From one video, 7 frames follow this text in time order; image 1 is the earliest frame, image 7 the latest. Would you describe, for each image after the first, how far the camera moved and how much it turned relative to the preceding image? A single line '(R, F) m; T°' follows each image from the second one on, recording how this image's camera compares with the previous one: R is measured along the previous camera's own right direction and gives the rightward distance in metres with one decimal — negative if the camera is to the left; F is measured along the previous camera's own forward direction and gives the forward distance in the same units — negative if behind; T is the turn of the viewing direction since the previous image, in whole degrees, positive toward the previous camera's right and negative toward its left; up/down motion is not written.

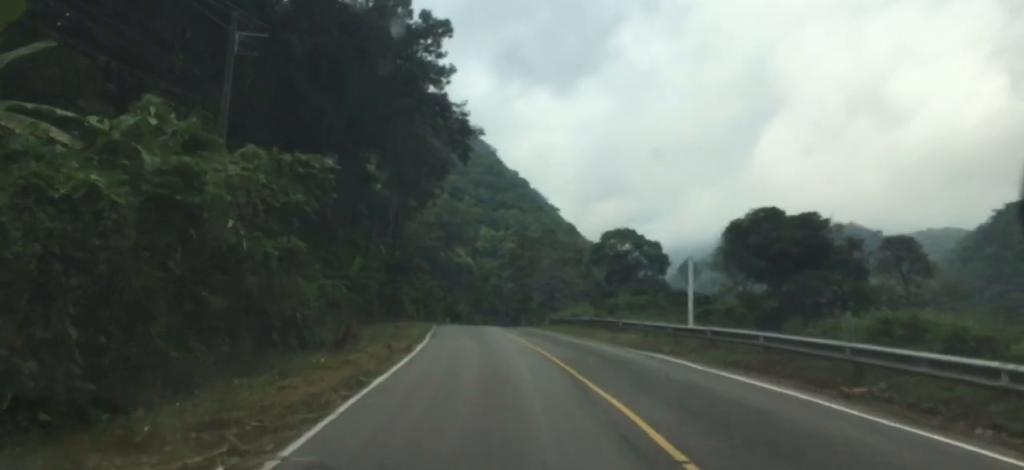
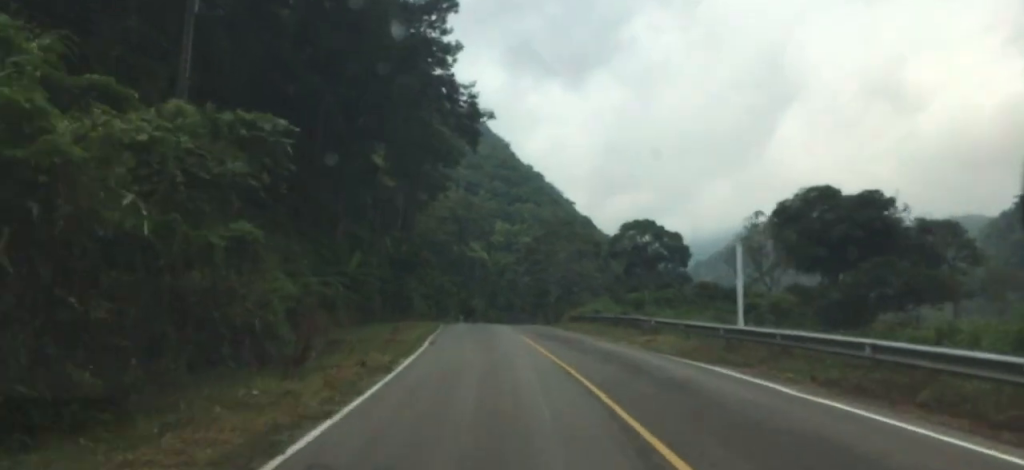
(-0.2, +4.6) m; -1°
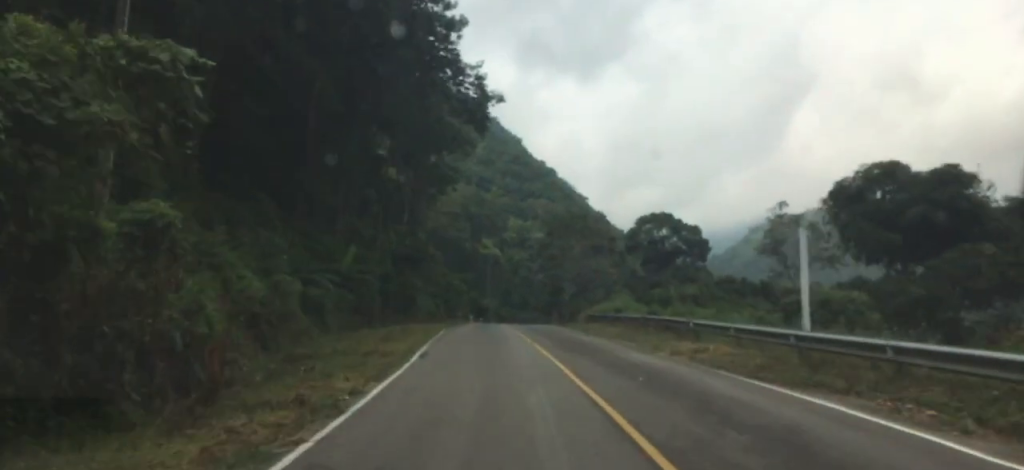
(0.0, +4.4) m; 0°
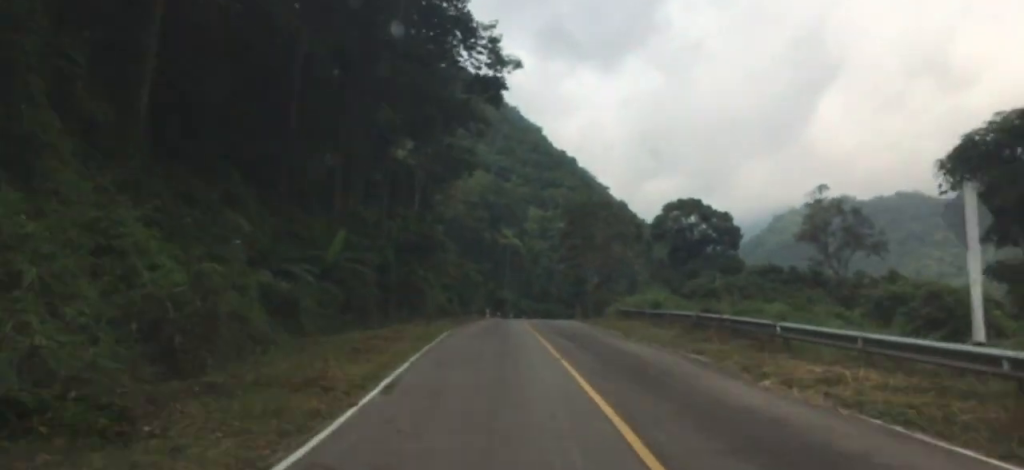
(+0.1, +6.3) m; +1°
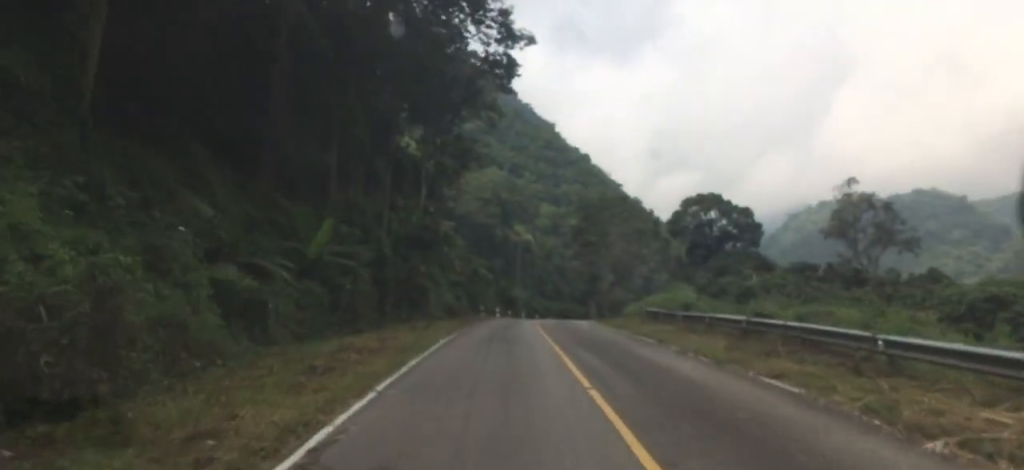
(0.0, +4.2) m; +2°
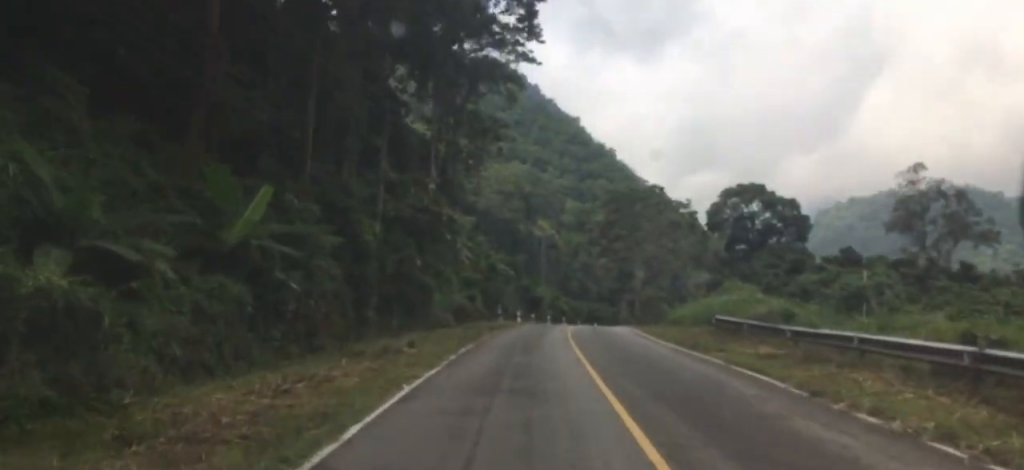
(+0.3, +9.4) m; +1°
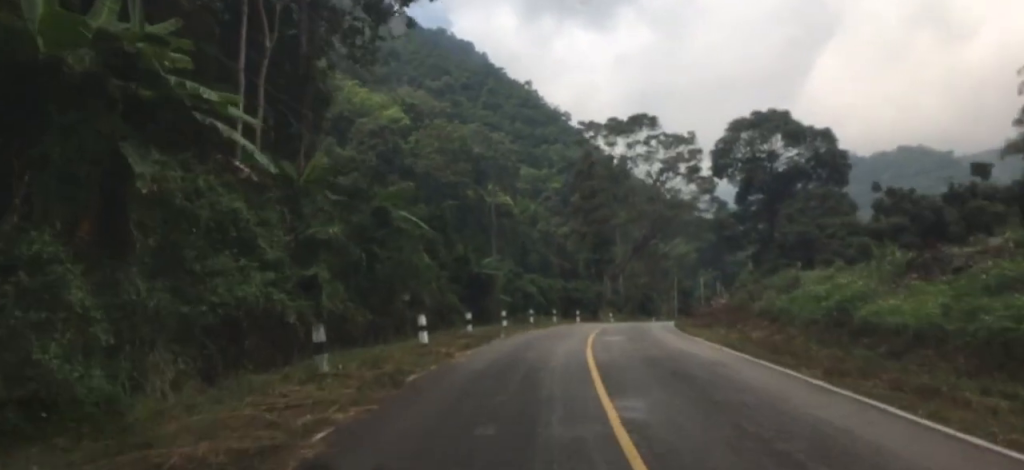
(-3.2, +29.4) m; -6°
